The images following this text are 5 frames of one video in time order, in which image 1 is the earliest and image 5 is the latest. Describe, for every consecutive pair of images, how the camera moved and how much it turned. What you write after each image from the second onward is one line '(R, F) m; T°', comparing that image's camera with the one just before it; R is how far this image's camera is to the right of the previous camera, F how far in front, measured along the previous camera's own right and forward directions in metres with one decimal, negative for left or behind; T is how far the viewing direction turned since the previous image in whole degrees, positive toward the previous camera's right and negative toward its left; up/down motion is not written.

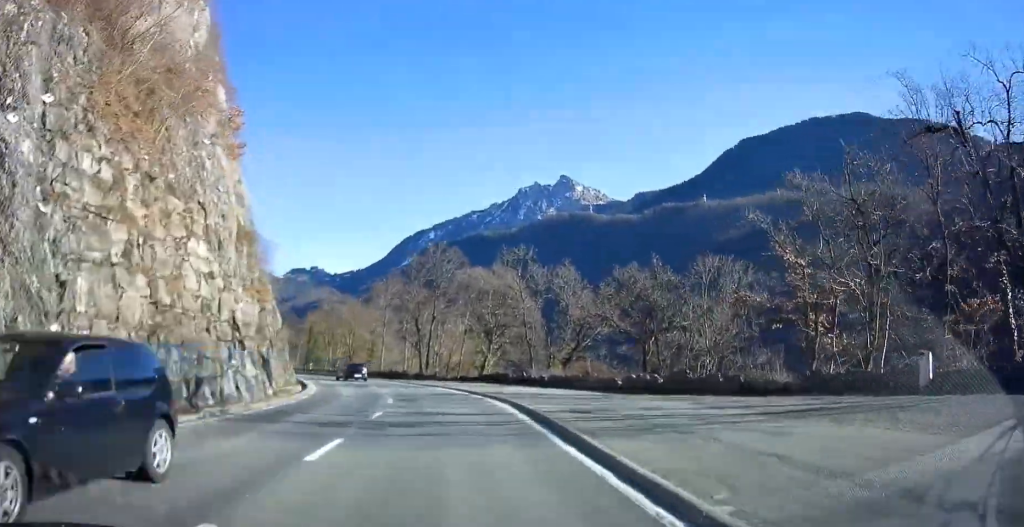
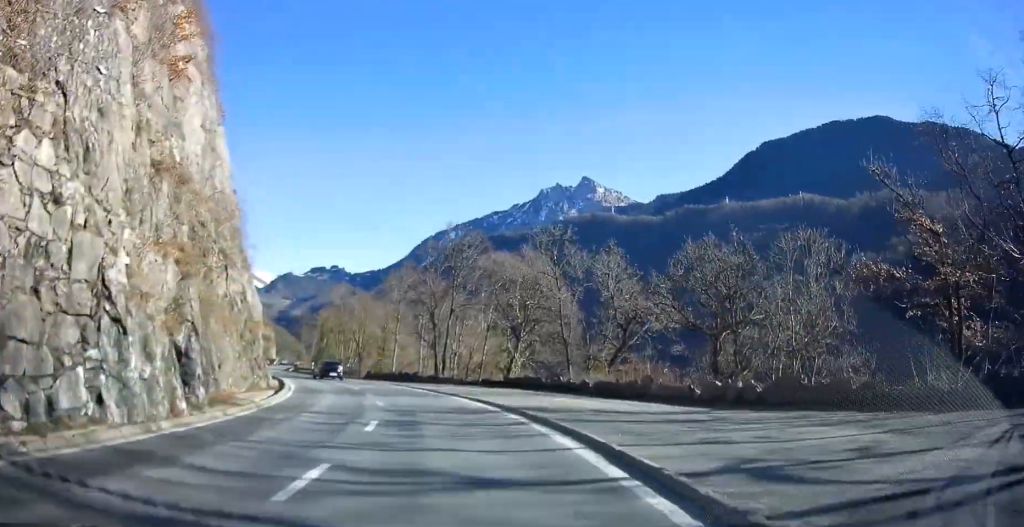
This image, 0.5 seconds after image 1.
(-0.1, +8.1) m; -1°
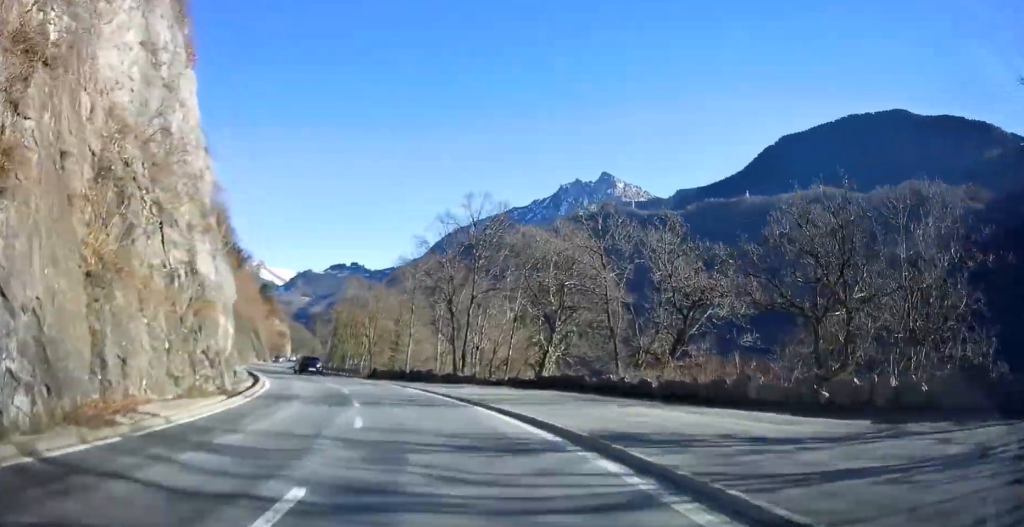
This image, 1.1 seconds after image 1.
(0.0, +8.1) m; -2°
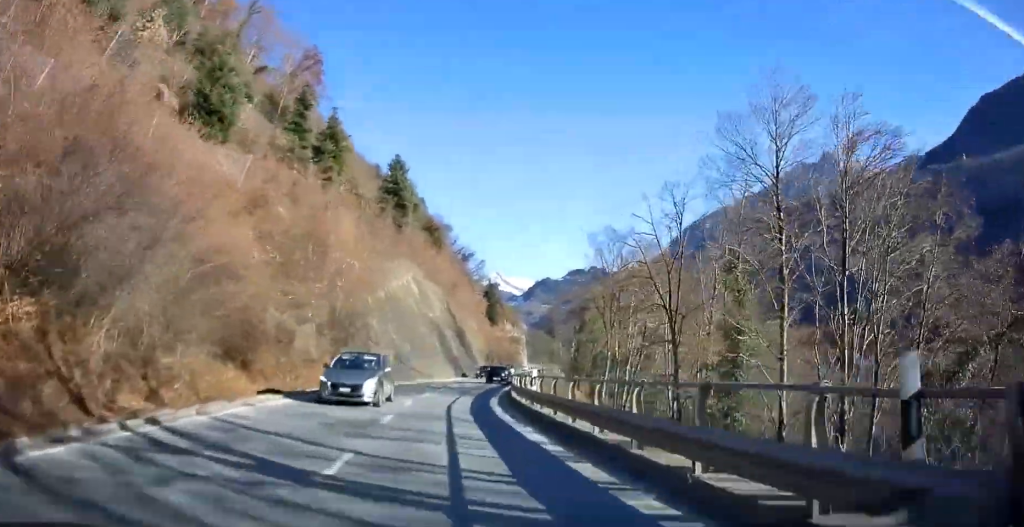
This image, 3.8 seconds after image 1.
(-5.0, +40.1) m; -15°
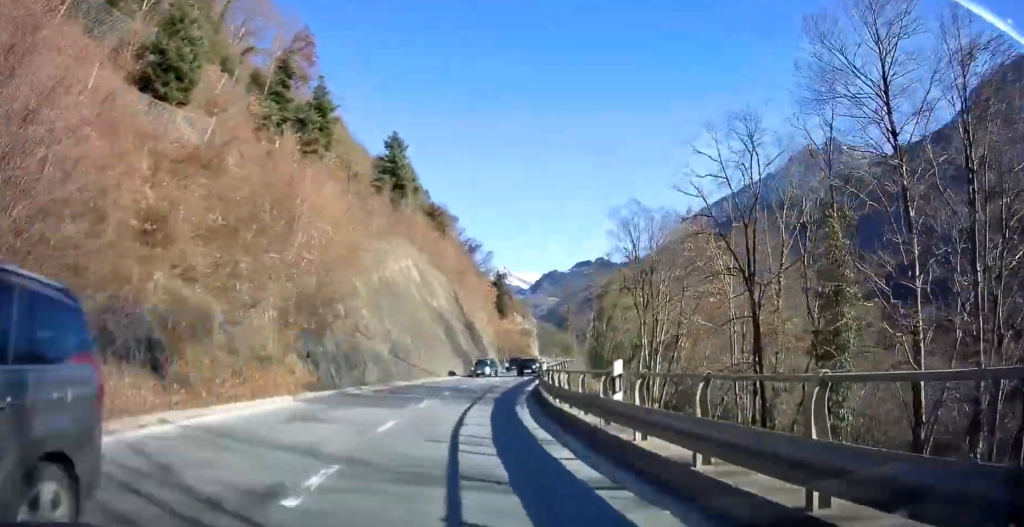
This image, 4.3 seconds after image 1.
(-0.4, +8.5) m; -3°
